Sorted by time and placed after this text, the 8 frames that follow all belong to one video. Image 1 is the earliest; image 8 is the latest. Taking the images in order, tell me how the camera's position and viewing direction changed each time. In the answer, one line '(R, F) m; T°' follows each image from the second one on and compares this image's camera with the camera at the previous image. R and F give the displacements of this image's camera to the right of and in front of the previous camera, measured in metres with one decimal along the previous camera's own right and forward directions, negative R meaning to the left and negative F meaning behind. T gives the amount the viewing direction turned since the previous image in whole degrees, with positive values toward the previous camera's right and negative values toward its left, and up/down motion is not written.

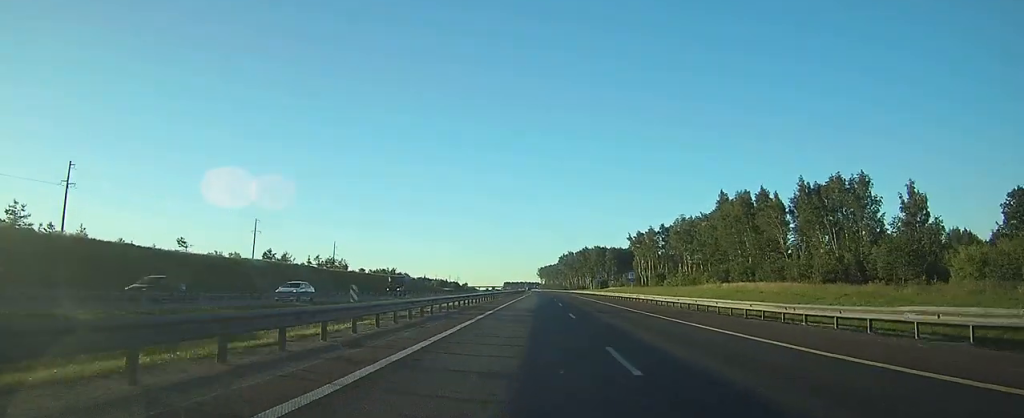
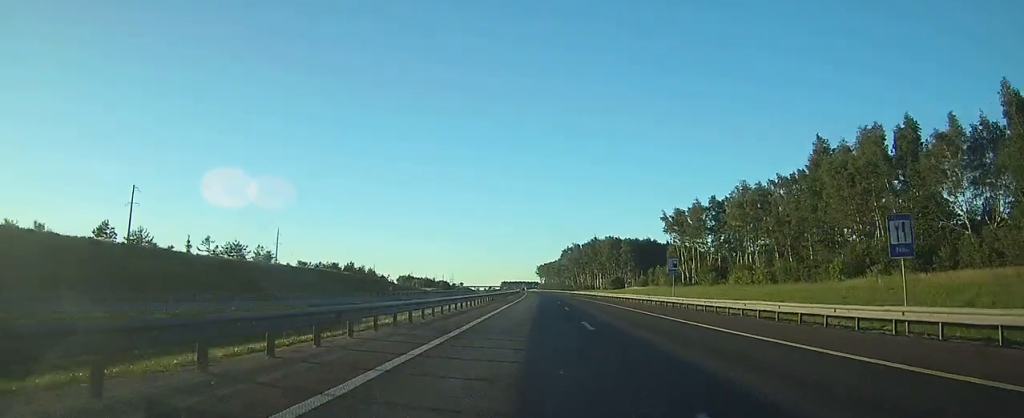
(+0.3, +54.2) m; 0°
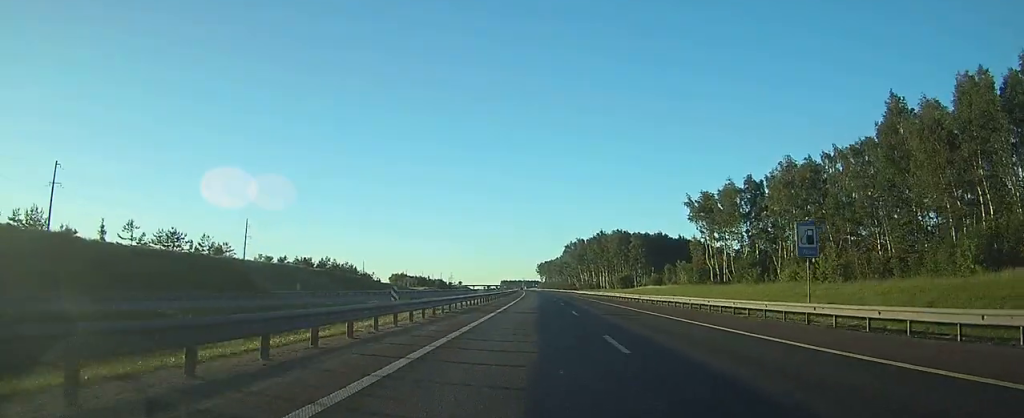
(0.0, +22.3) m; 0°
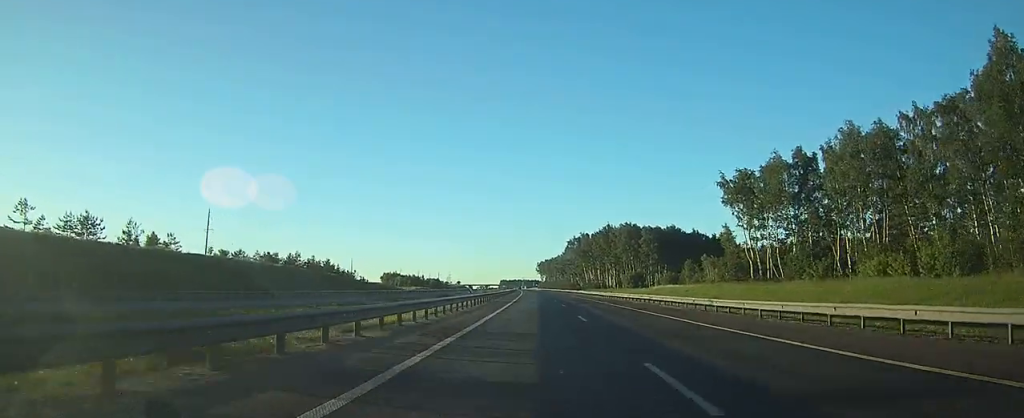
(0.0, +21.4) m; 0°
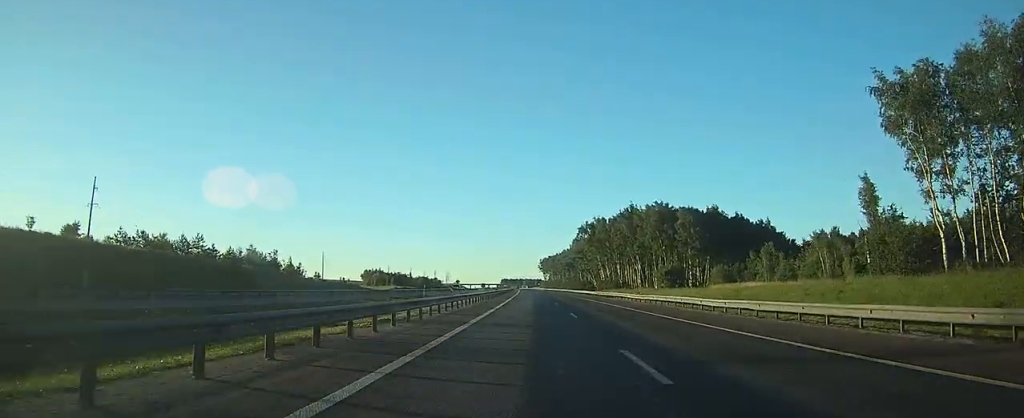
(+0.1, +45.8) m; 0°
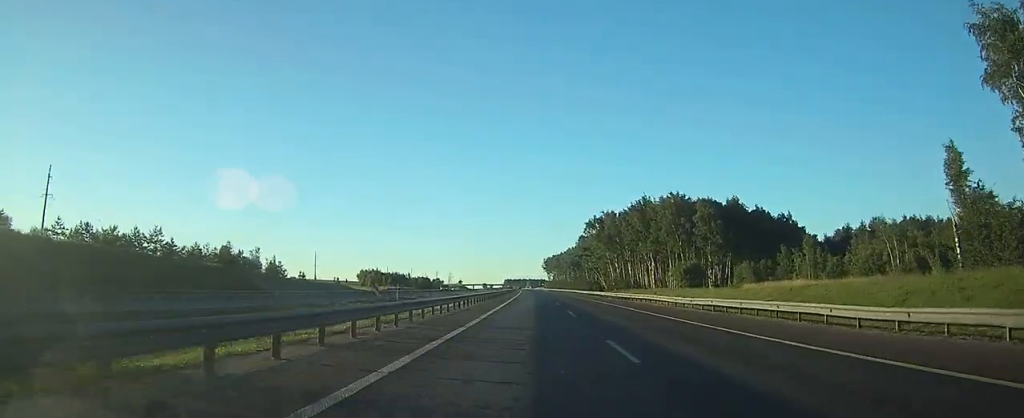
(0.0, +13.7) m; 0°
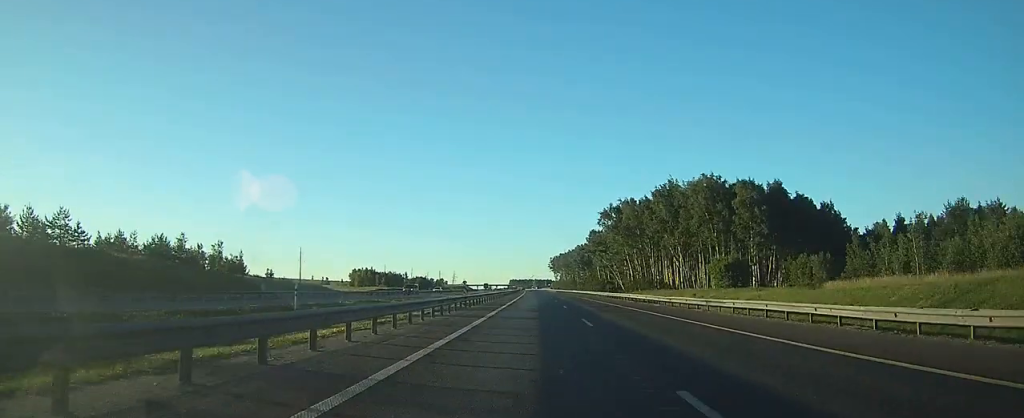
(-0.1, +22.5) m; 0°
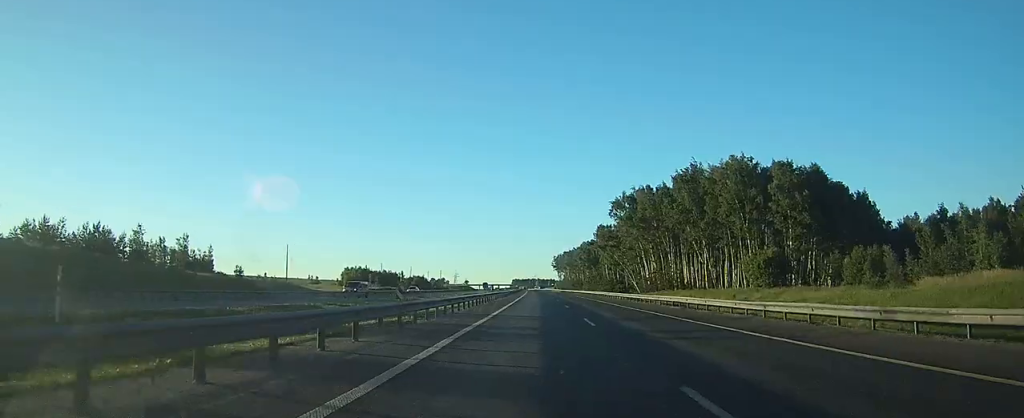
(0.0, +15.7) m; 0°
